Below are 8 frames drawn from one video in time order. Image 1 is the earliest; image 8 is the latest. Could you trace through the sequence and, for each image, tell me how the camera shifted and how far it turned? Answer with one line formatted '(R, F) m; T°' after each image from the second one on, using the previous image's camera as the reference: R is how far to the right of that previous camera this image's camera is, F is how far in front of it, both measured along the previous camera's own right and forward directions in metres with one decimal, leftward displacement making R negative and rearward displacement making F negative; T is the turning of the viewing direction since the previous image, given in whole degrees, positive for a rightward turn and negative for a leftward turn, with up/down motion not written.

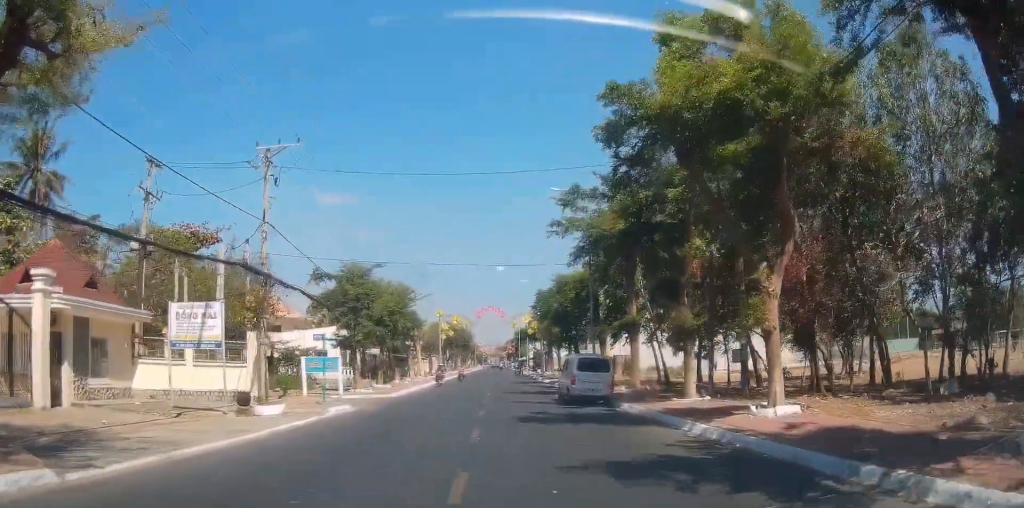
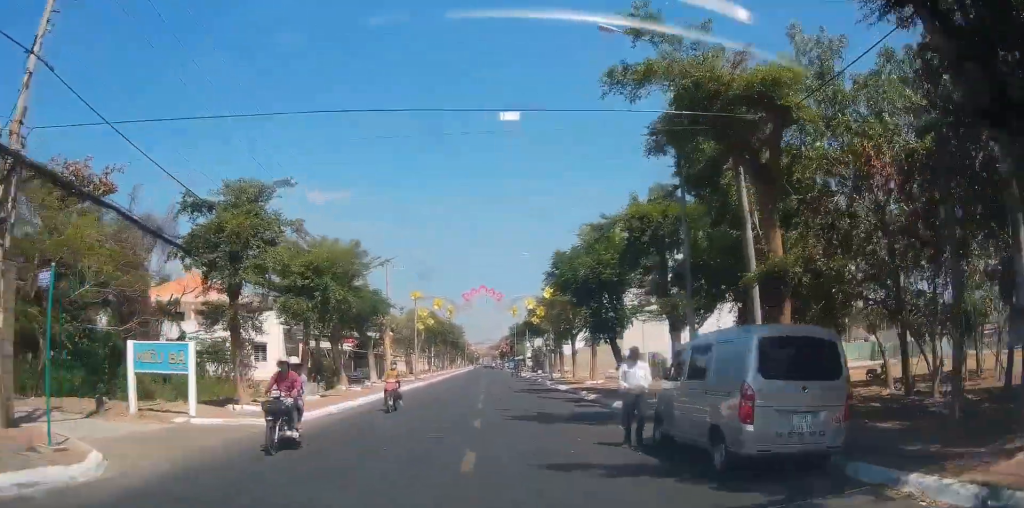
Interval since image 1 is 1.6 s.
(-0.3, +16.0) m; +1°
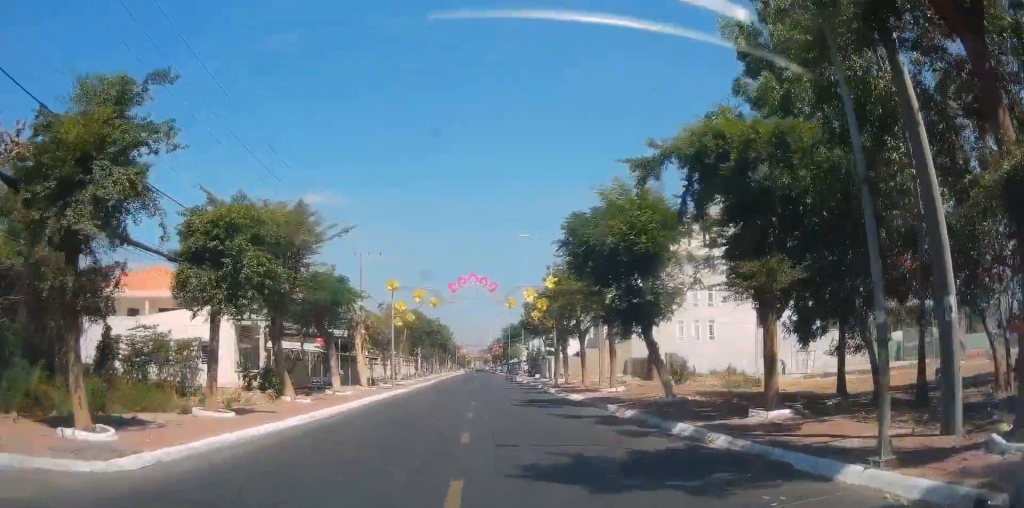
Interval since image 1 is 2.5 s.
(+0.4, +8.2) m; +1°
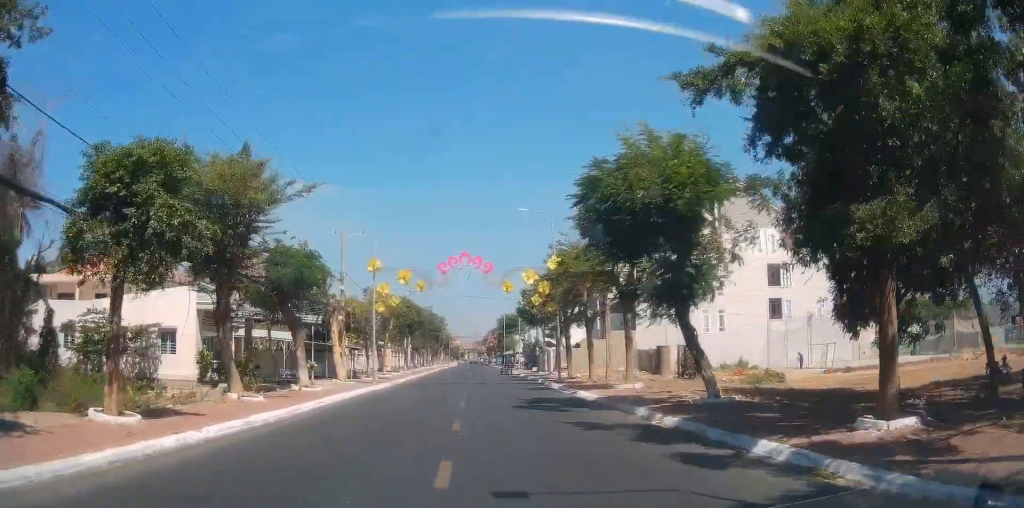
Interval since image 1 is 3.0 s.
(-0.2, +5.0) m; 0°
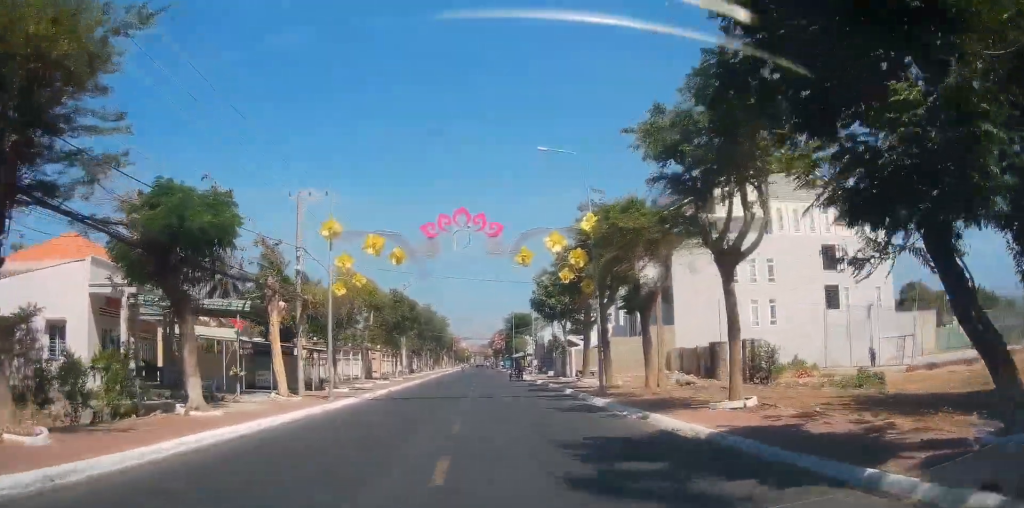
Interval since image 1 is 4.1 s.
(+0.2, +11.6) m; +2°
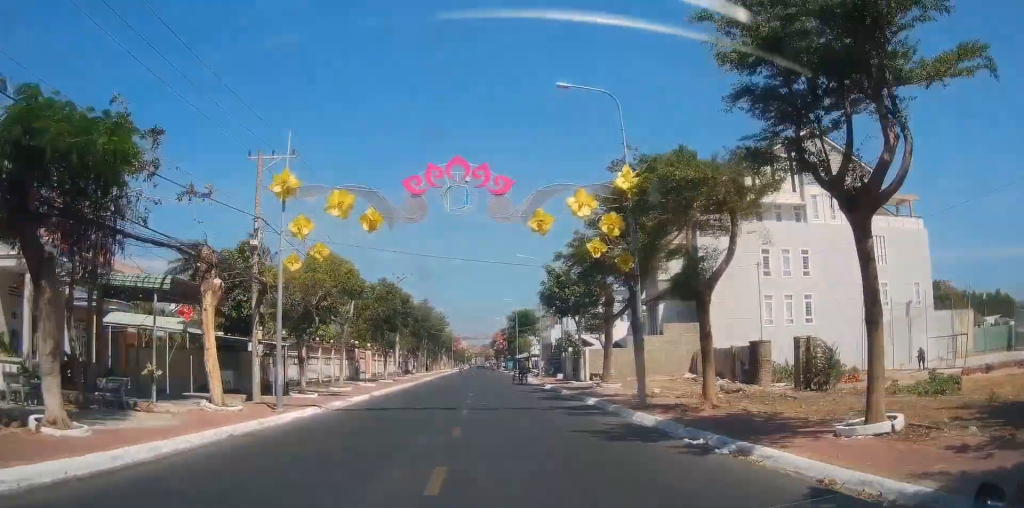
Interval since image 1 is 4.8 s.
(0.0, +6.6) m; -1°
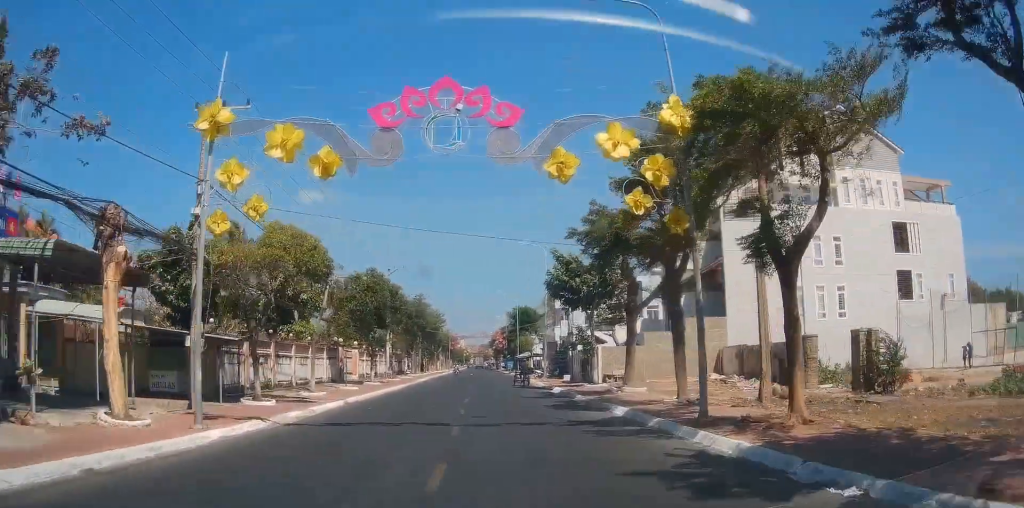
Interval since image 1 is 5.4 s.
(+0.1, +5.6) m; -1°
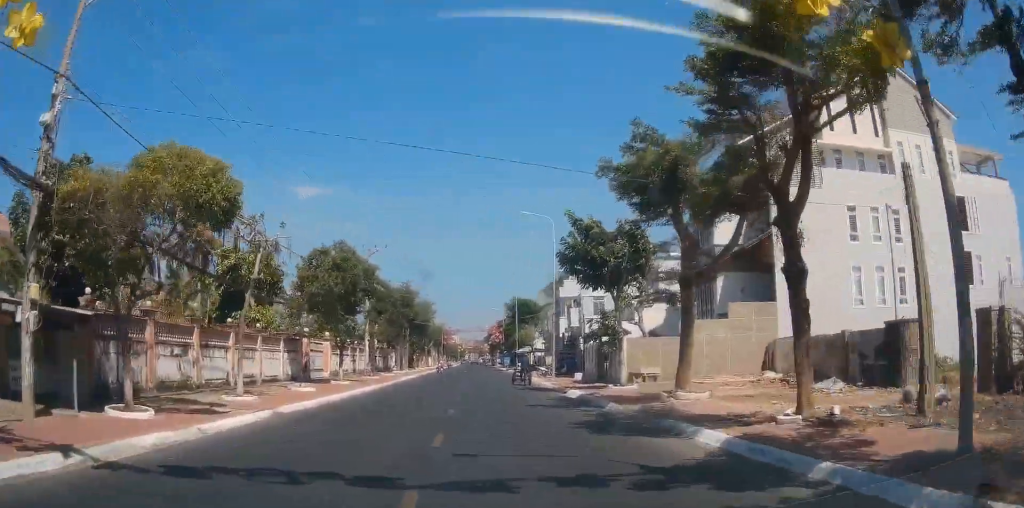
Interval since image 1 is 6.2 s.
(-0.4, +8.5) m; 0°
